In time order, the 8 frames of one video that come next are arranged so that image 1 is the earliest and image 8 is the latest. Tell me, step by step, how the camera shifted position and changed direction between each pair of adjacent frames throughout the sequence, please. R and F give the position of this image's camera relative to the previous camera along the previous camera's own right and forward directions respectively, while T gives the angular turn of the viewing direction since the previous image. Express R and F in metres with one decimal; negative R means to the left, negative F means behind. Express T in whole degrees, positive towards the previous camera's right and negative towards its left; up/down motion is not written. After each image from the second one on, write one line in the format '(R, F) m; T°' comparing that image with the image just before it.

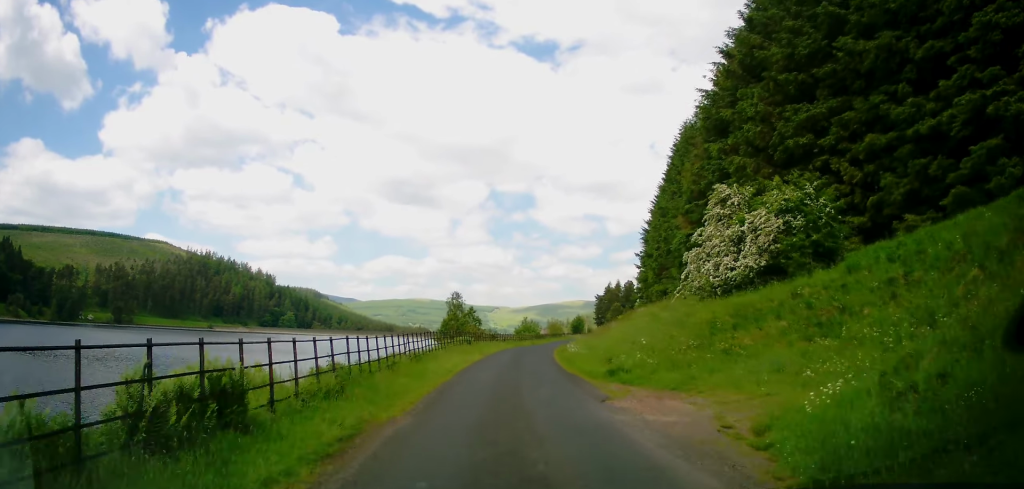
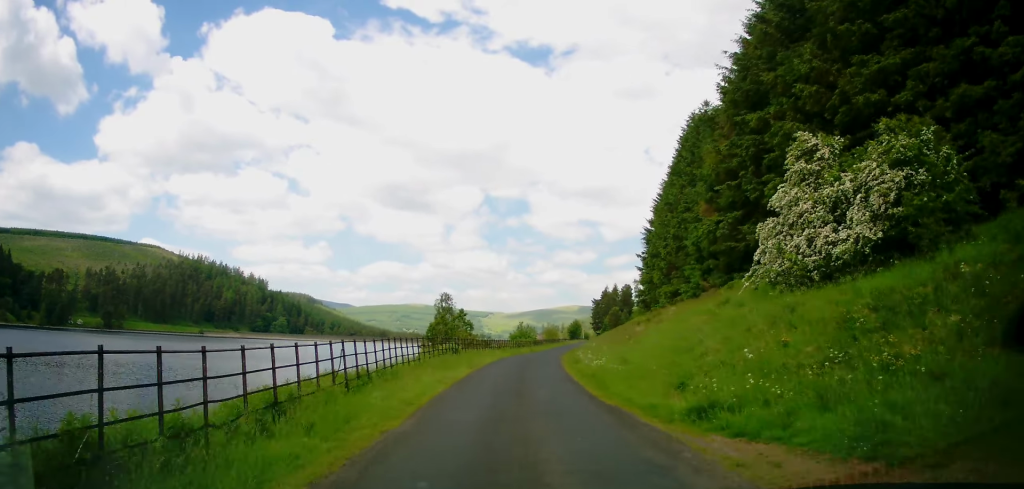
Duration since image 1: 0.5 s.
(+0.1, +6.9) m; 0°
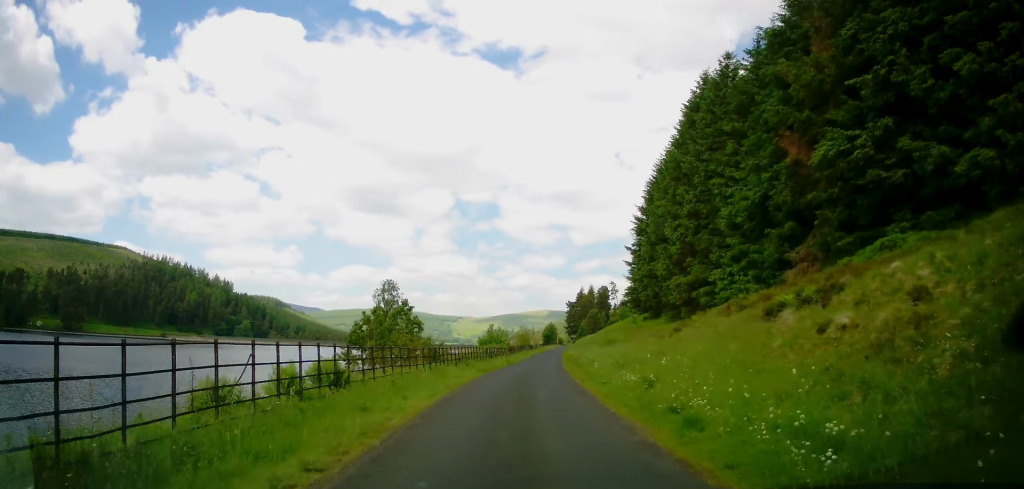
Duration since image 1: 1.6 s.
(0.0, +17.5) m; +3°
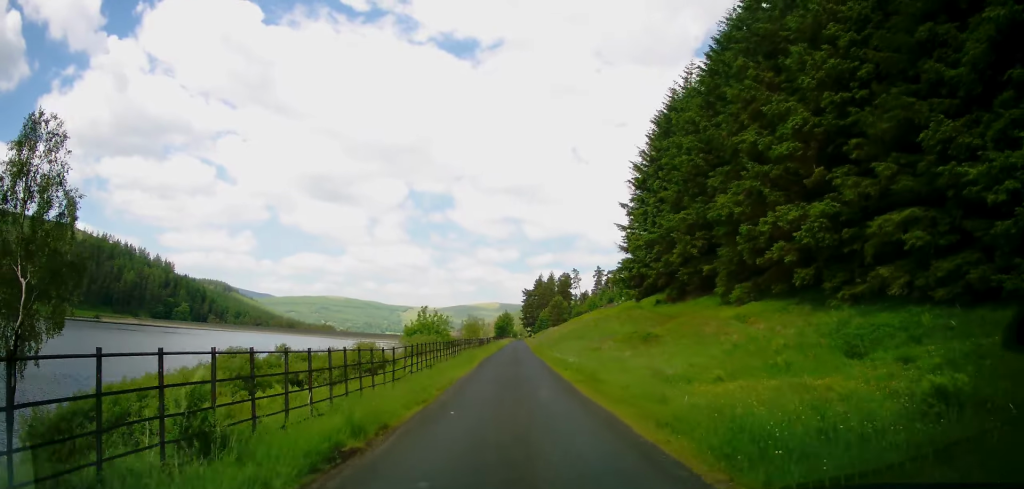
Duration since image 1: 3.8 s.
(+1.8, +32.9) m; +5°
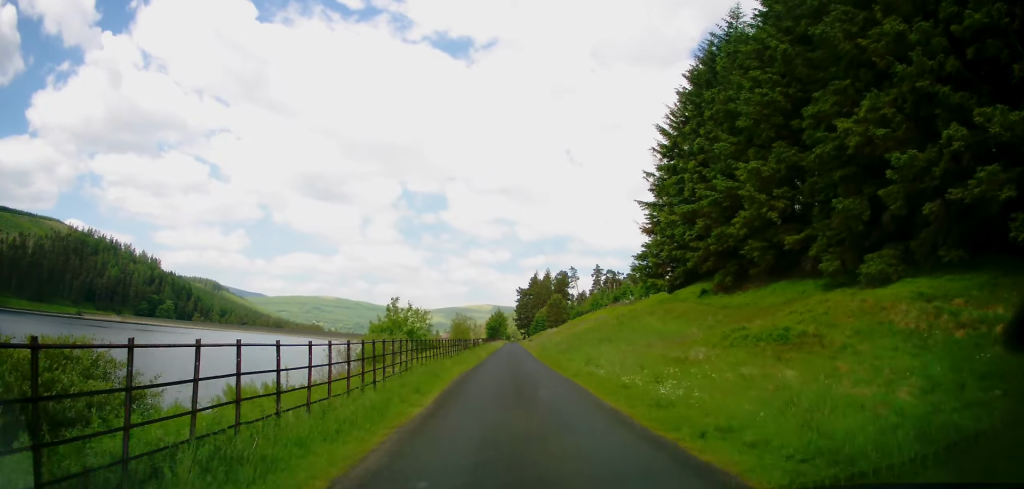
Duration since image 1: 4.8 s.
(+0.5, +15.9) m; +2°
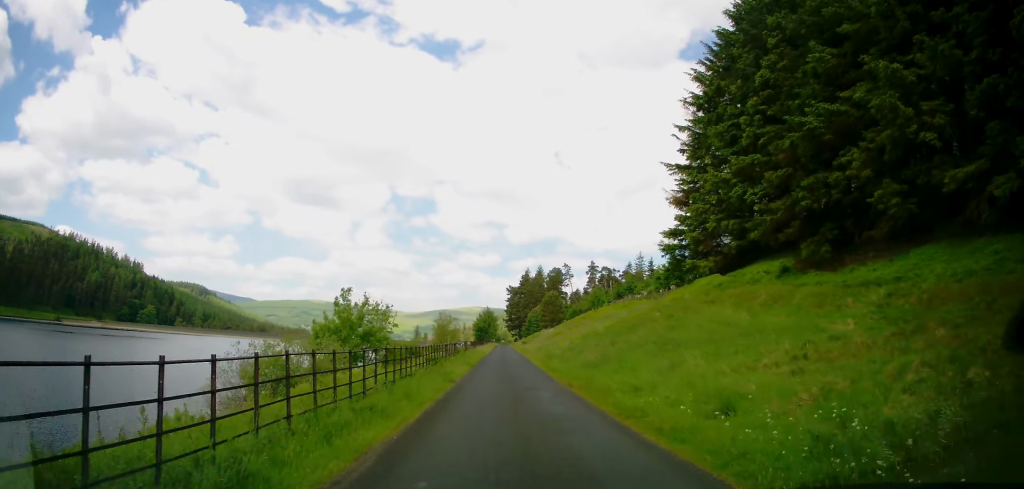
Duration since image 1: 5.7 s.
(0.0, +15.0) m; +1°
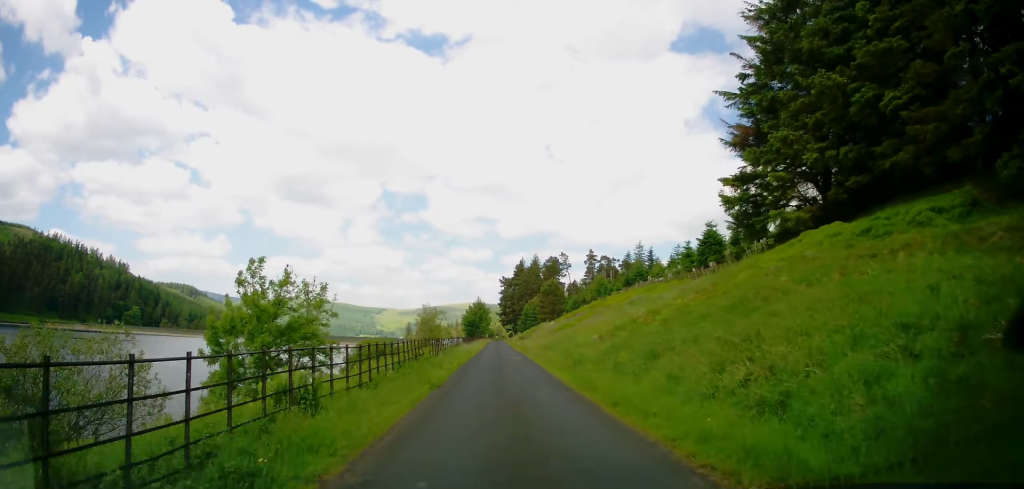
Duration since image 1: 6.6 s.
(+0.3, +15.1) m; 0°
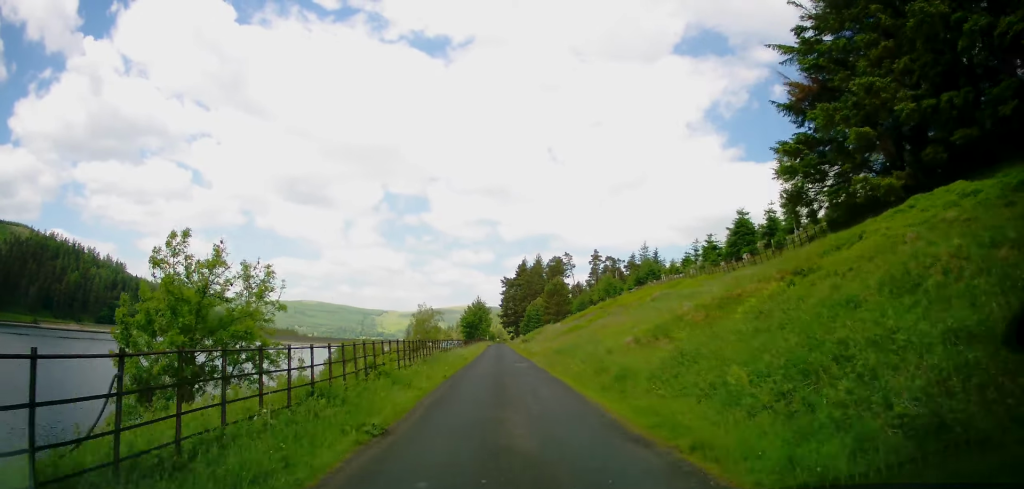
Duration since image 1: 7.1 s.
(0.0, +7.6) m; 0°
